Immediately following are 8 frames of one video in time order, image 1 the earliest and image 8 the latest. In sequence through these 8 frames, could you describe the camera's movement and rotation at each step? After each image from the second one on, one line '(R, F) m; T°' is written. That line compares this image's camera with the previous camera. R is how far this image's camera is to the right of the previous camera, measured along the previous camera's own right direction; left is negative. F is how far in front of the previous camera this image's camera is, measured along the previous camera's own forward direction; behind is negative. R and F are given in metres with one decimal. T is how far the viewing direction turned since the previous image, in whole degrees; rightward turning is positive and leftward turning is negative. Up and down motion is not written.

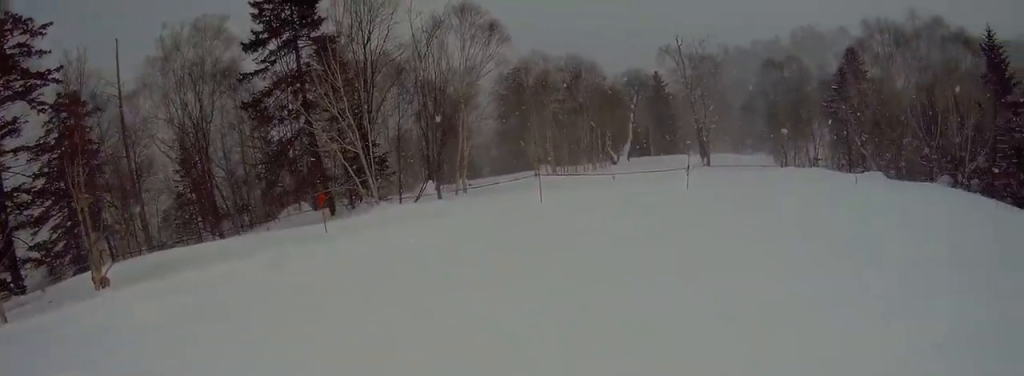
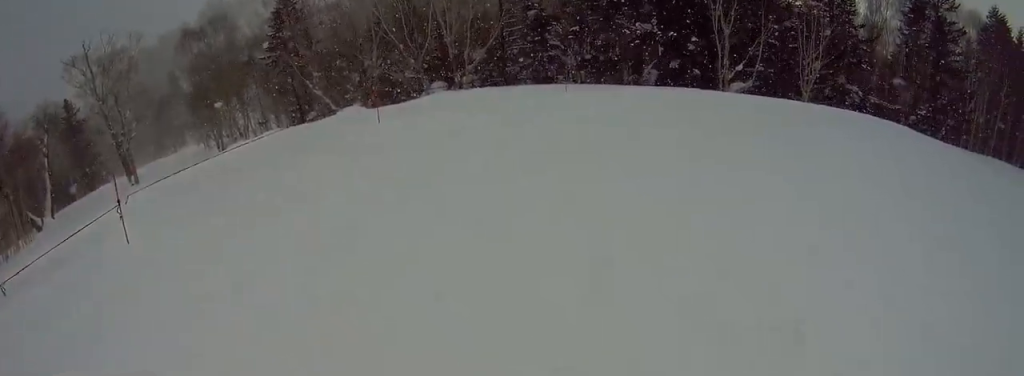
(+3.5, +9.6) m; +32°
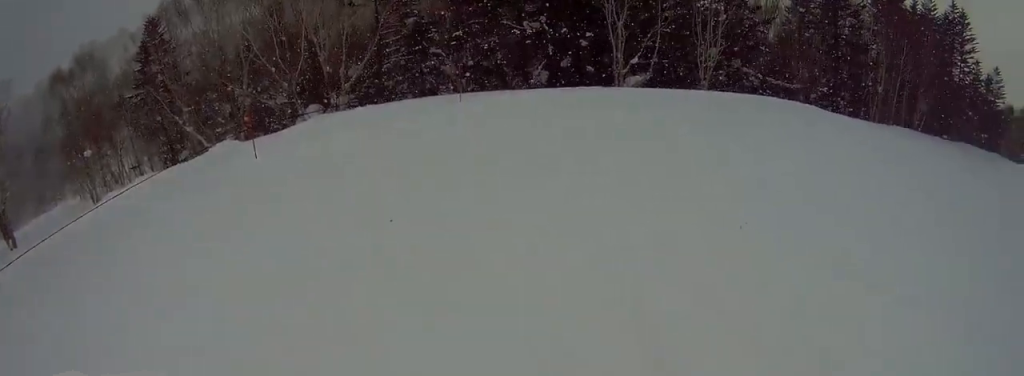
(+0.3, +2.7) m; +13°
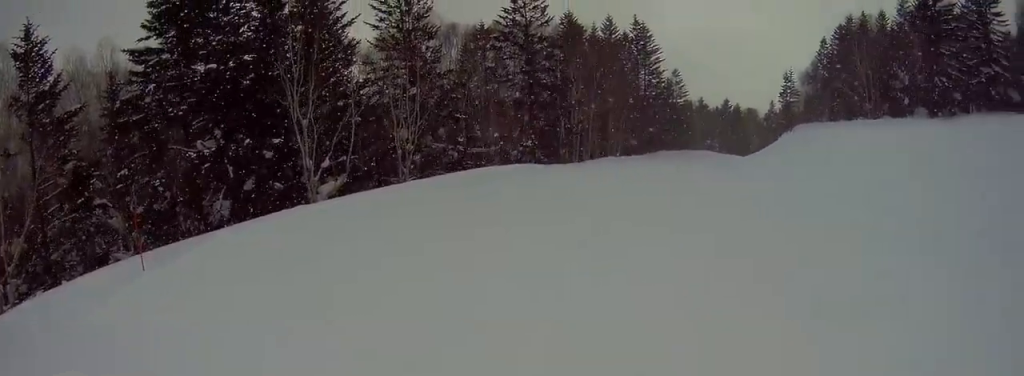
(+1.7, +5.4) m; +39°
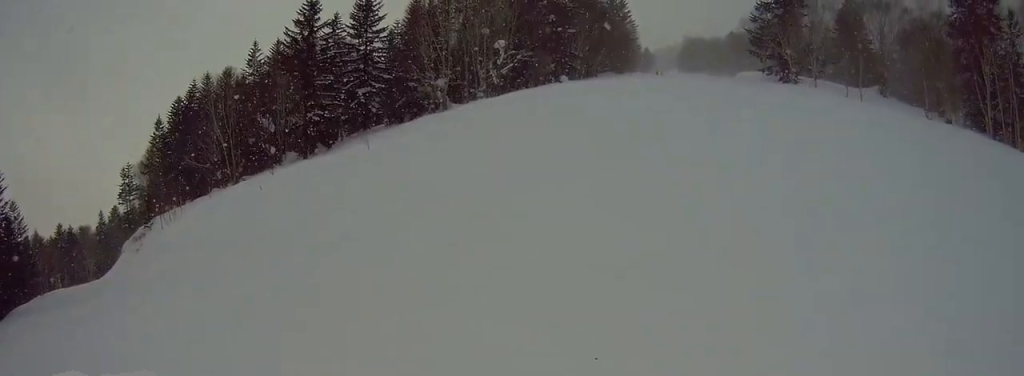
(+4.1, +7.8) m; +56°
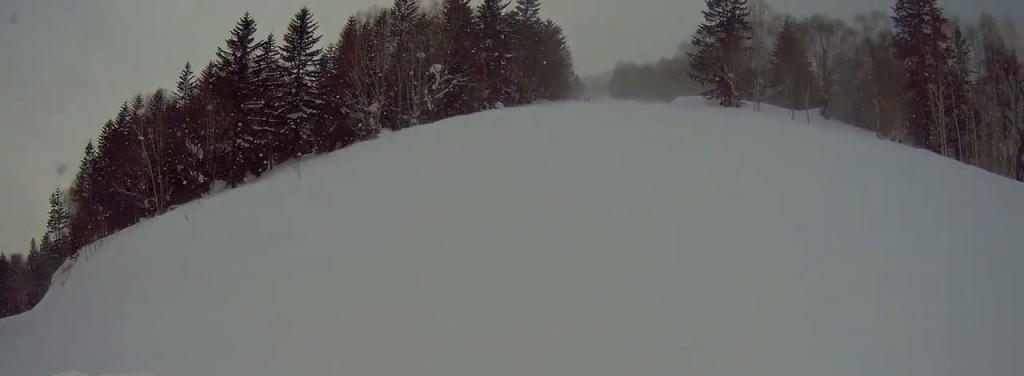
(+0.6, +1.3) m; +10°
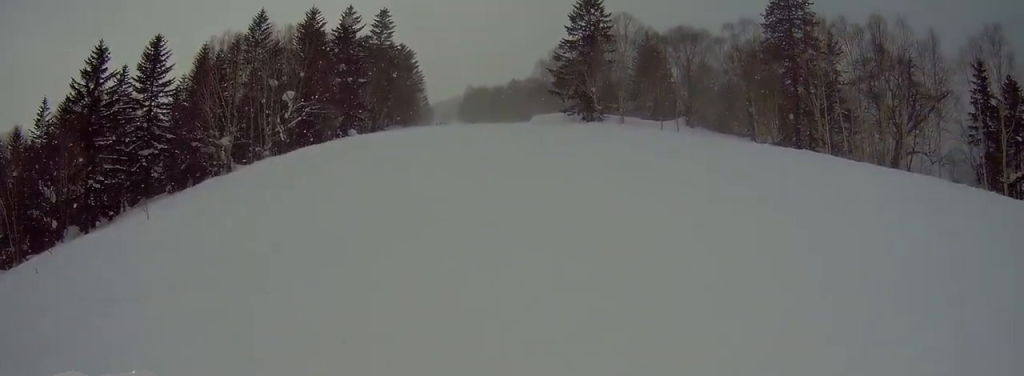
(+0.5, +2.0) m; +9°
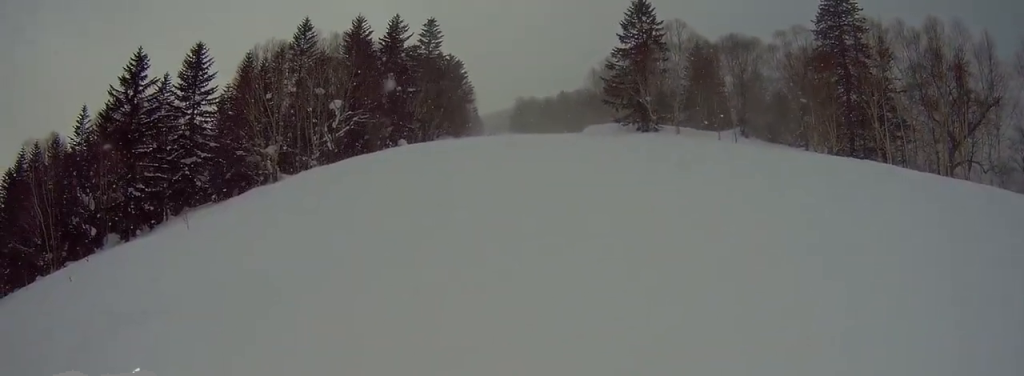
(-0.4, +1.4) m; +2°
